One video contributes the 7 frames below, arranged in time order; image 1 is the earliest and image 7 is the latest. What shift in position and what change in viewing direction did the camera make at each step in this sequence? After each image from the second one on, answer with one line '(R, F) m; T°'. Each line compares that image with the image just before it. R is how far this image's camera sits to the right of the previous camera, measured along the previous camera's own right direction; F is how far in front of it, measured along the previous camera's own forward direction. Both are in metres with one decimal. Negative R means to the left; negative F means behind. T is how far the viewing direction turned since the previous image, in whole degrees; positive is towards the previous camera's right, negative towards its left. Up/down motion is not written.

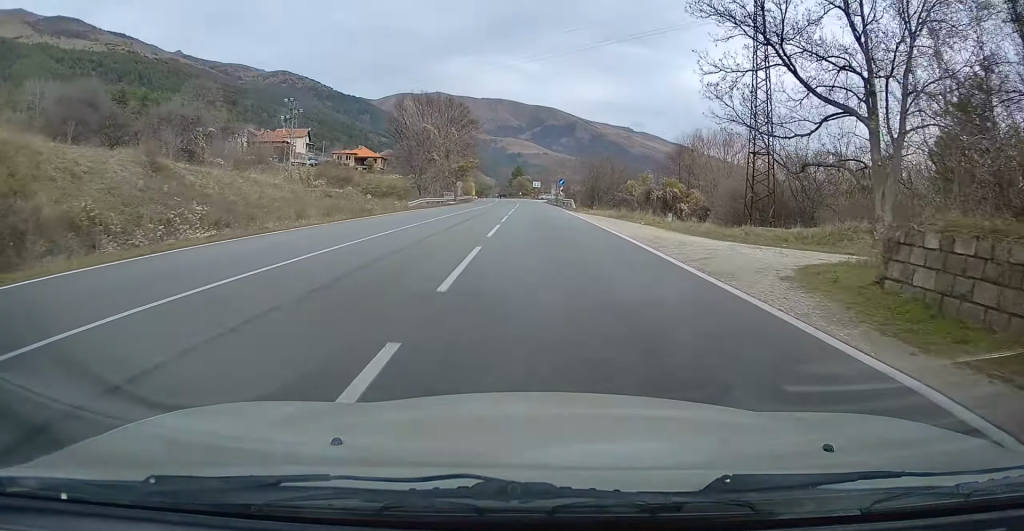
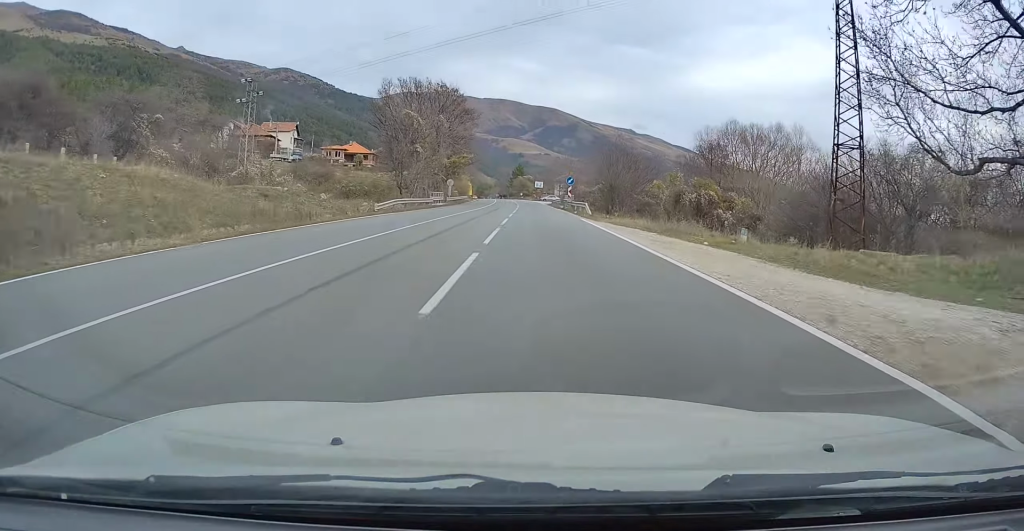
(-0.1, +10.9) m; 0°
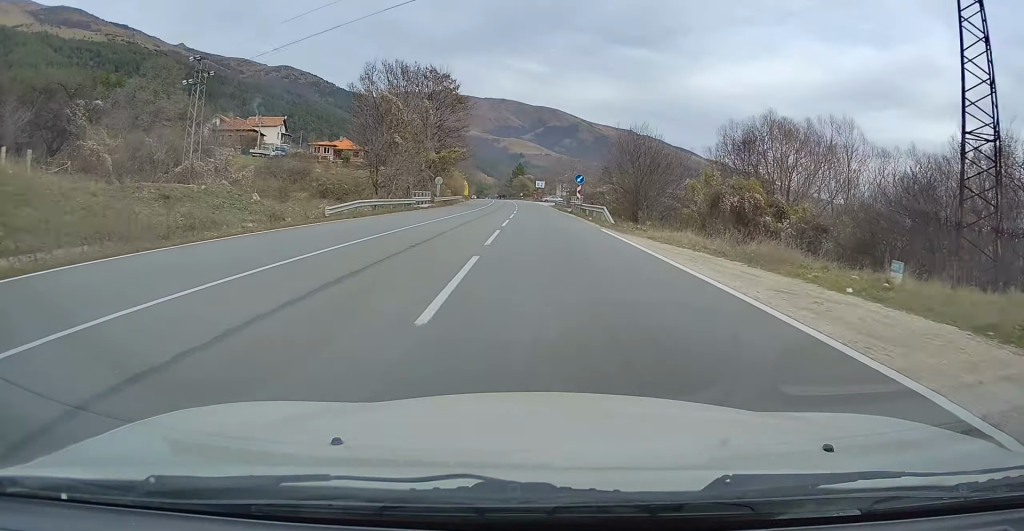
(+0.1, +9.2) m; 0°
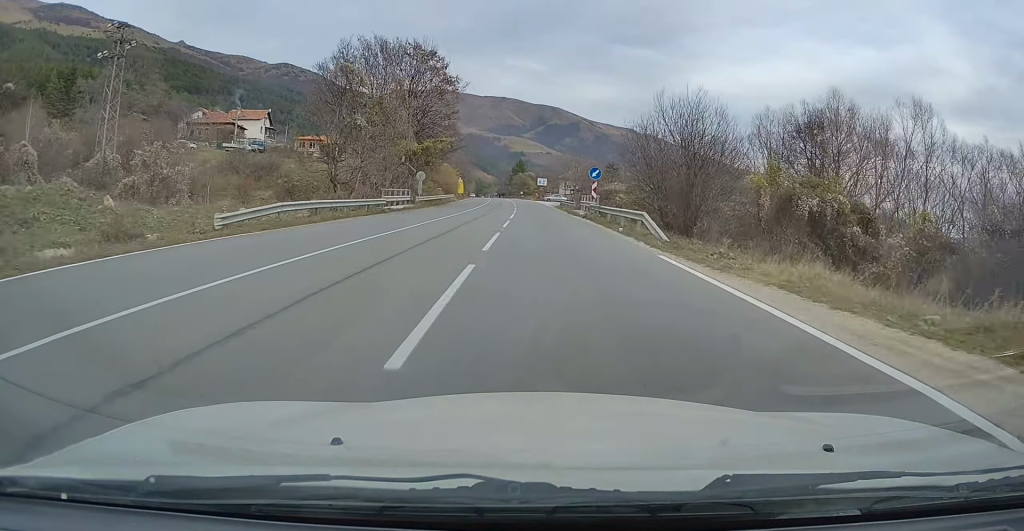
(+0.1, +10.4) m; 0°
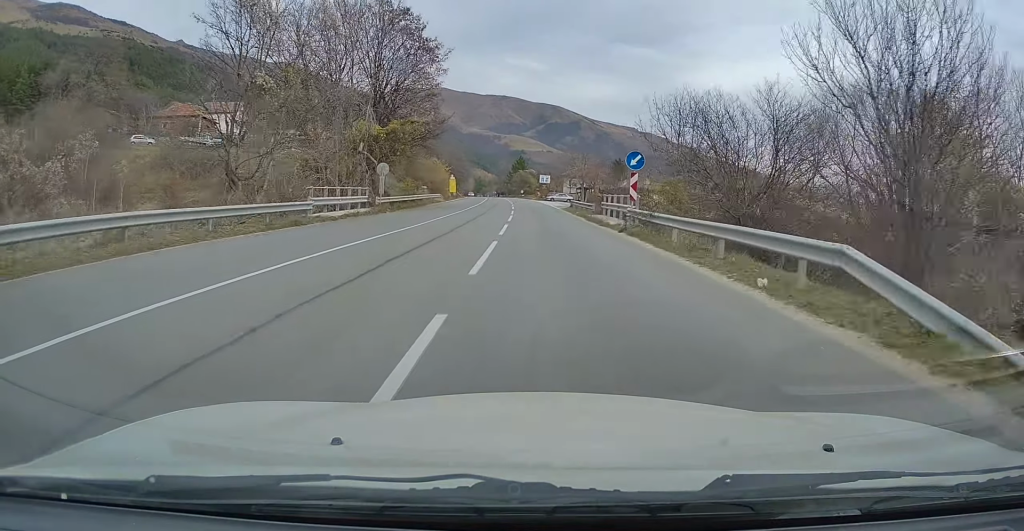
(-0.1, +13.2) m; 0°
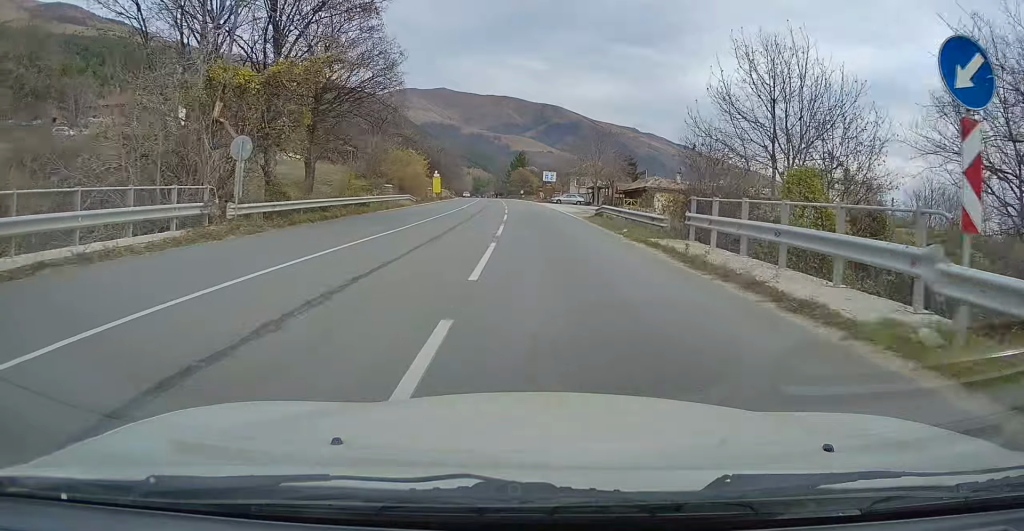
(+0.1, +18.2) m; 0°
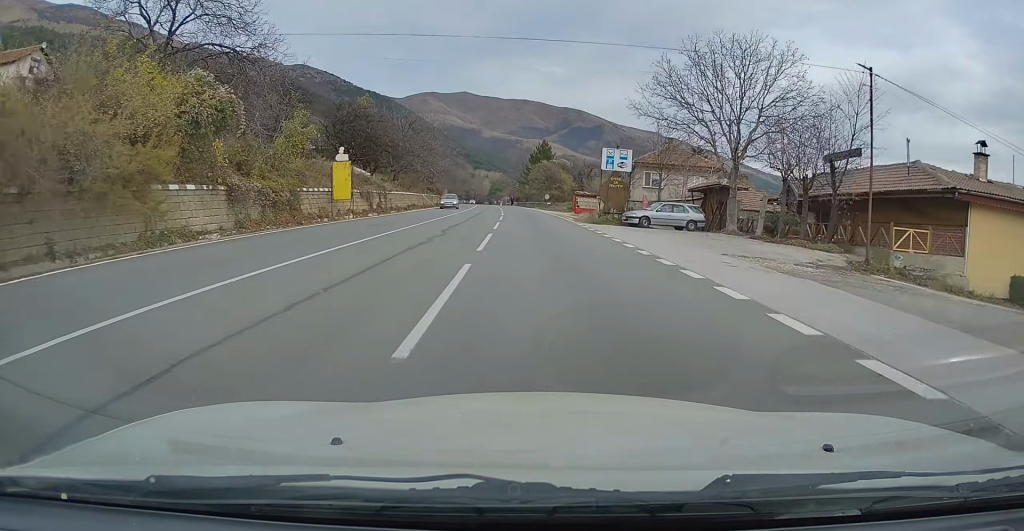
(-0.7, +48.4) m; -2°
